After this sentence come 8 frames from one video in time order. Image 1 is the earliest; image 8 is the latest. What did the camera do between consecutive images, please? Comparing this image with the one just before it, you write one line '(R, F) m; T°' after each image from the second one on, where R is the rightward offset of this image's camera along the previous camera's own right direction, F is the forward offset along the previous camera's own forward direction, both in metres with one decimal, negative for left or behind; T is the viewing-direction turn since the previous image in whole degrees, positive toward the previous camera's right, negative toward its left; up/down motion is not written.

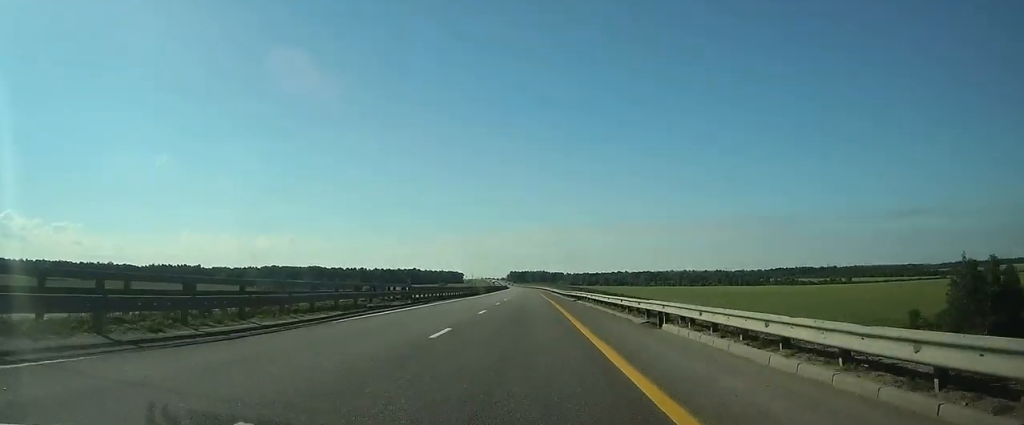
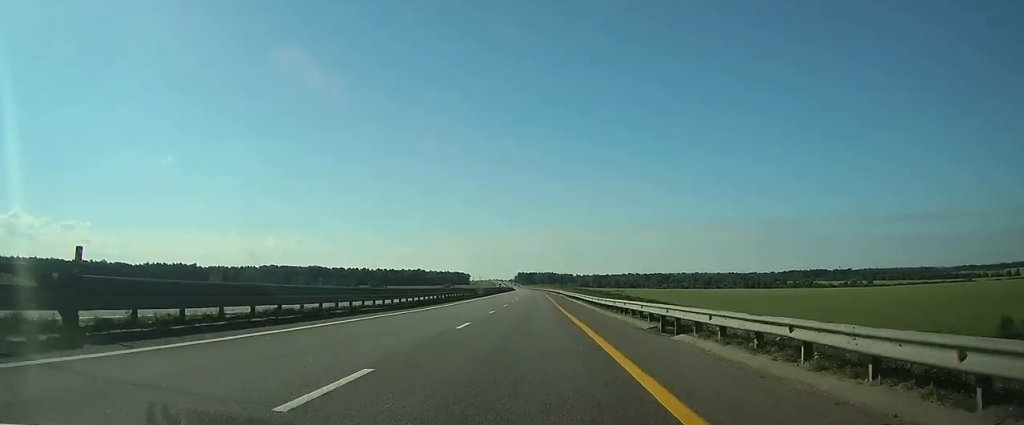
(-0.2, +32.7) m; -1°
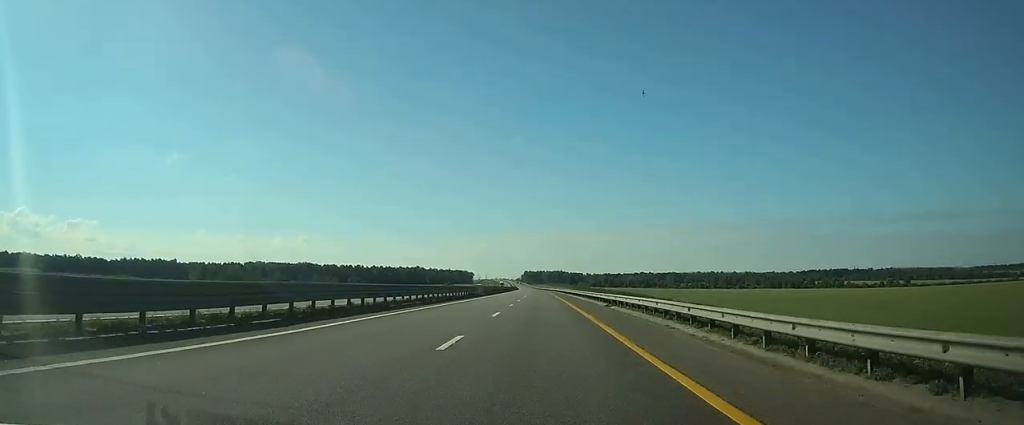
(-0.5, +66.6) m; -1°
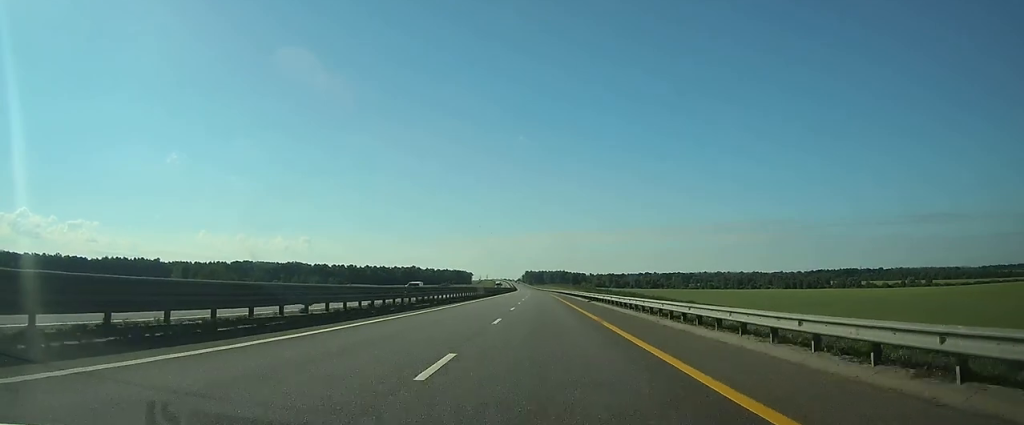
(-0.4, +39.4) m; 0°
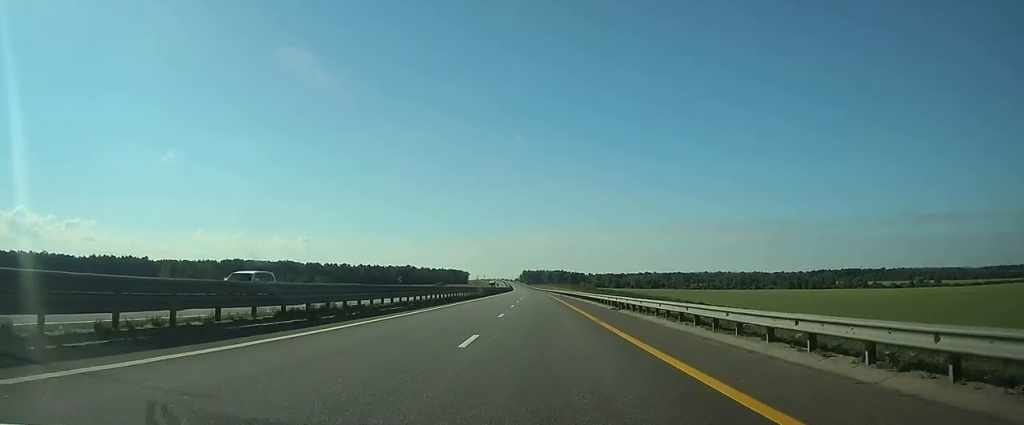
(0.0, +19.8) m; 0°
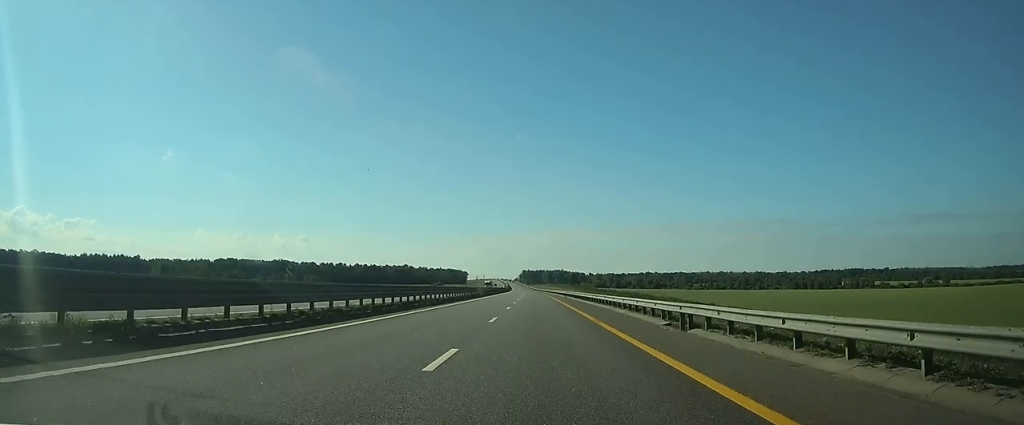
(+0.1, +15.4) m; 0°
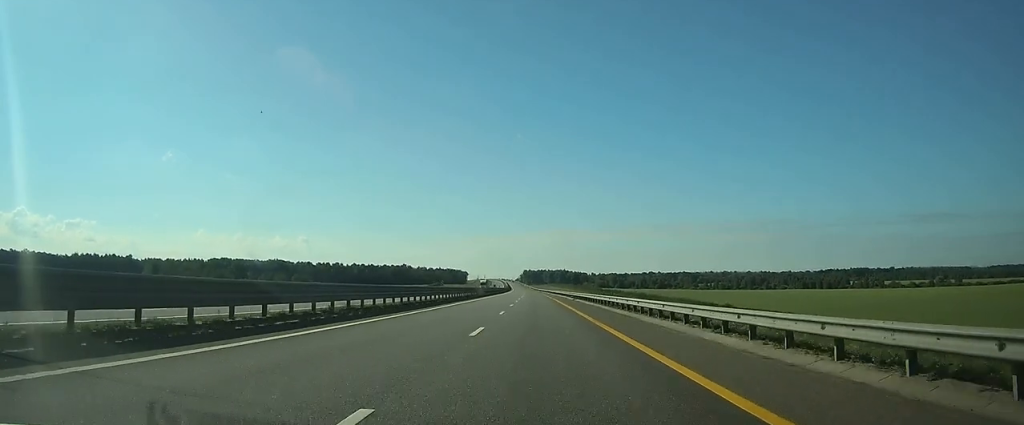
(0.0, +17.7) m; 0°
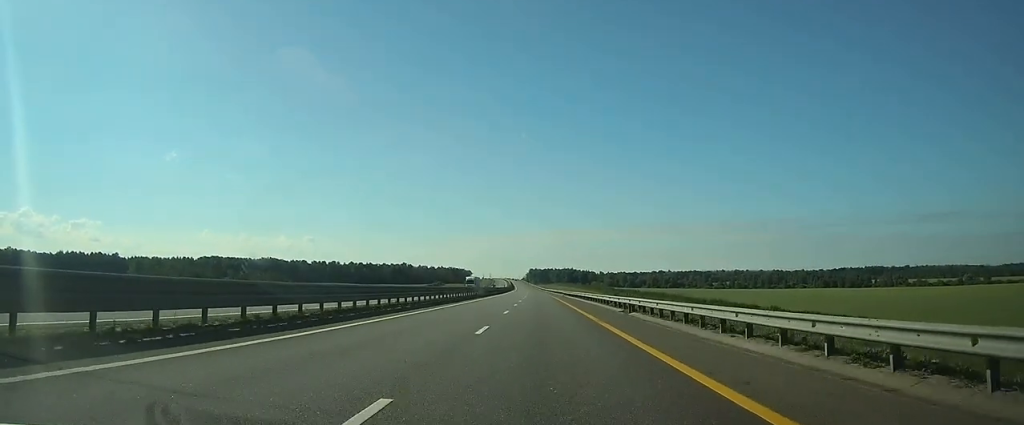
(-0.1, +35.5) m; 0°
